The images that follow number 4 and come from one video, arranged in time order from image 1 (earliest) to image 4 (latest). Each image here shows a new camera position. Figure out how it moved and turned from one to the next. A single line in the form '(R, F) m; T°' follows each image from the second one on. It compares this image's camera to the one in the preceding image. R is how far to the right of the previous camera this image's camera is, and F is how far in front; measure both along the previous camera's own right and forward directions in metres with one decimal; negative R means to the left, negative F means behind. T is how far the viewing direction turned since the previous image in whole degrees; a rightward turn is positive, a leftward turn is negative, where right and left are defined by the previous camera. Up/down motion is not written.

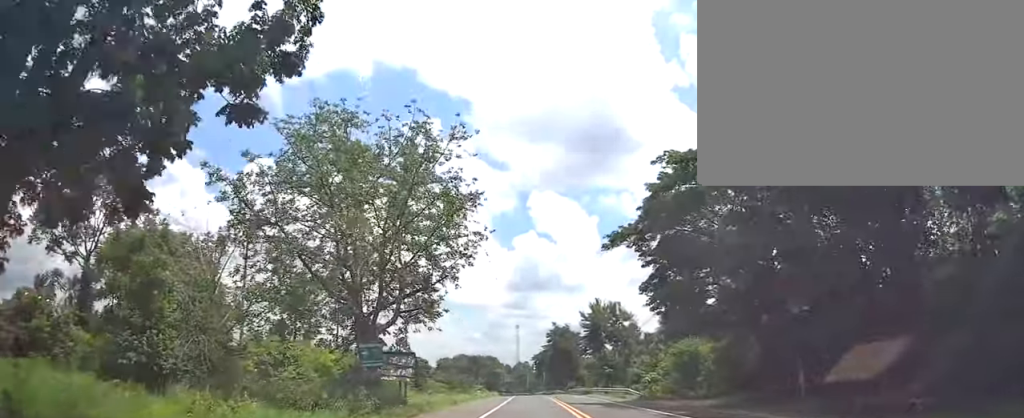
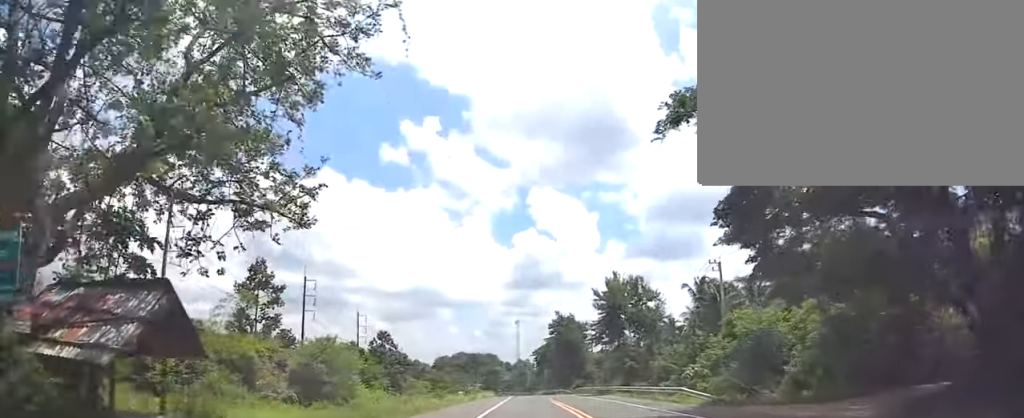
(+0.6, +17.5) m; 0°
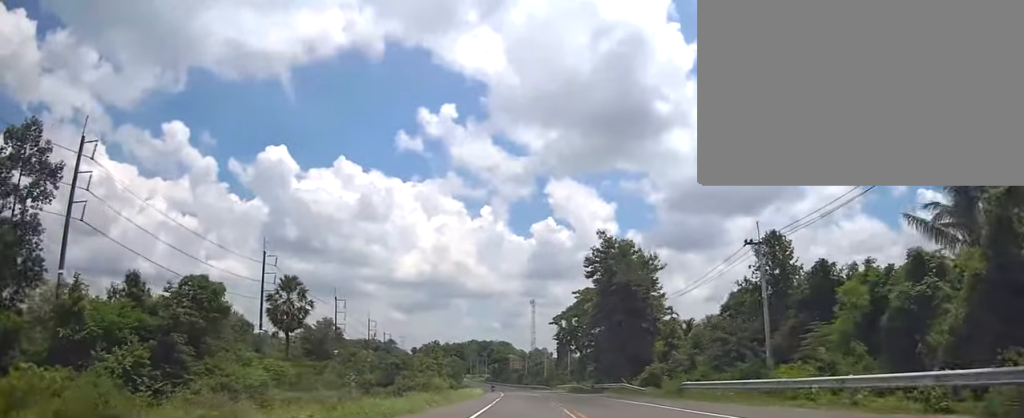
(-0.1, +57.3) m; 0°
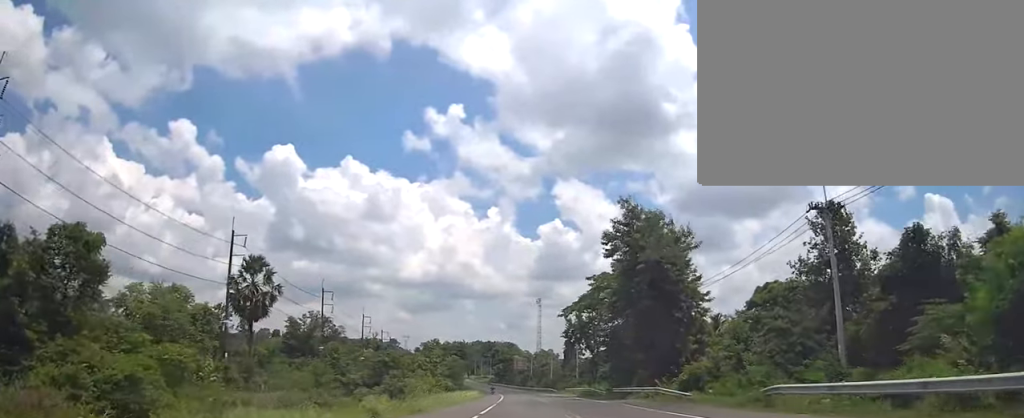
(-0.5, +11.3) m; 0°
